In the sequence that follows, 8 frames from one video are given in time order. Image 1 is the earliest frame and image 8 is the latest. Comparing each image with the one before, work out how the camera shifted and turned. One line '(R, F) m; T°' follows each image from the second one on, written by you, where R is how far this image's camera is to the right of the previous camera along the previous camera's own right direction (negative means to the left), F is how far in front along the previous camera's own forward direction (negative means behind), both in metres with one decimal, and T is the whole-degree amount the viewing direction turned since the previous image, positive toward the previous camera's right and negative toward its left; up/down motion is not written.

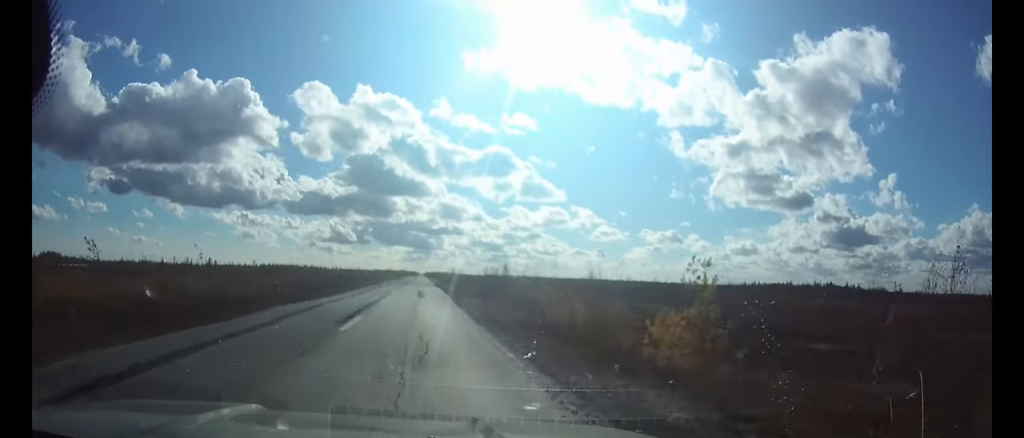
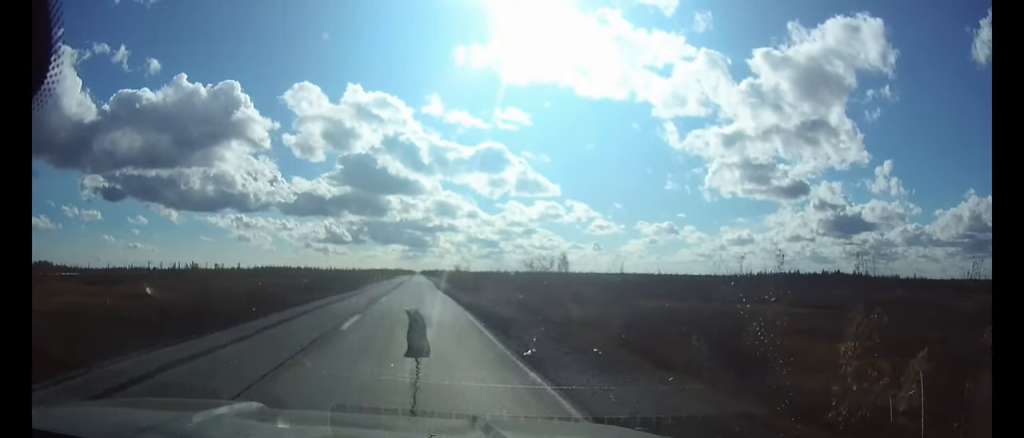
(0.0, +22.4) m; 0°
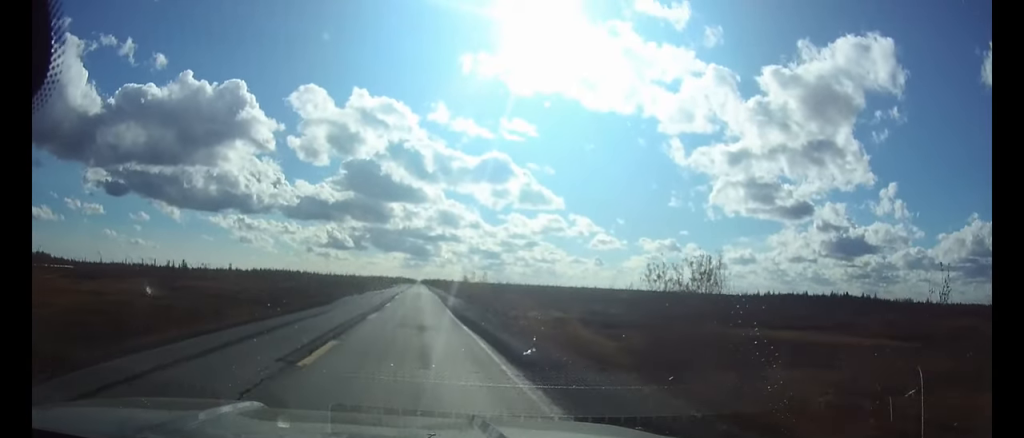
(0.0, +16.7) m; 0°
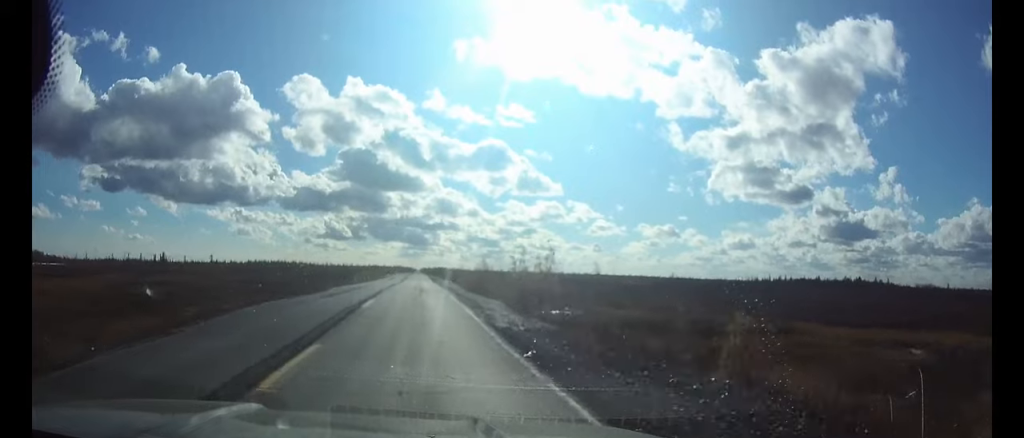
(+0.1, +26.5) m; 0°
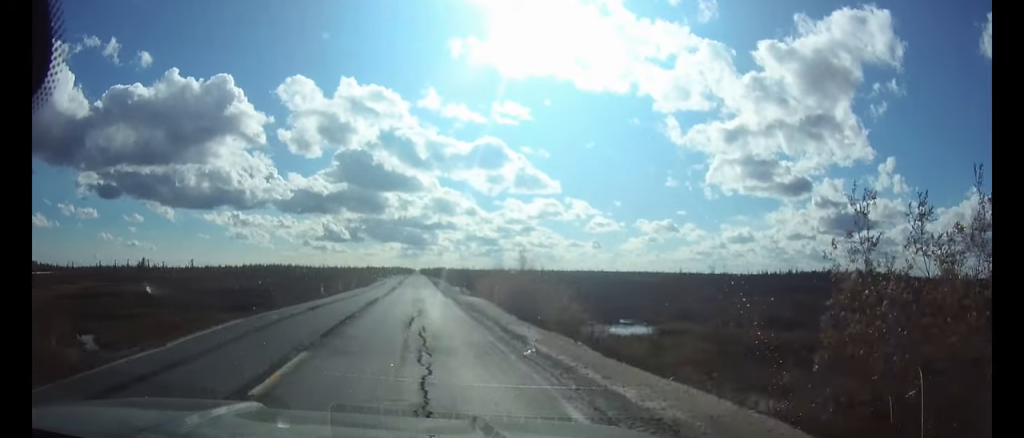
(+0.1, +21.4) m; 0°
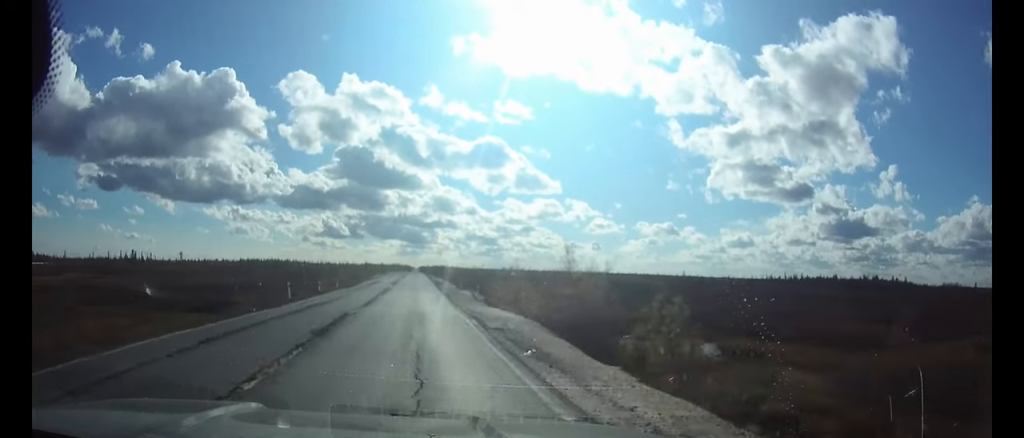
(0.0, +11.1) m; 0°
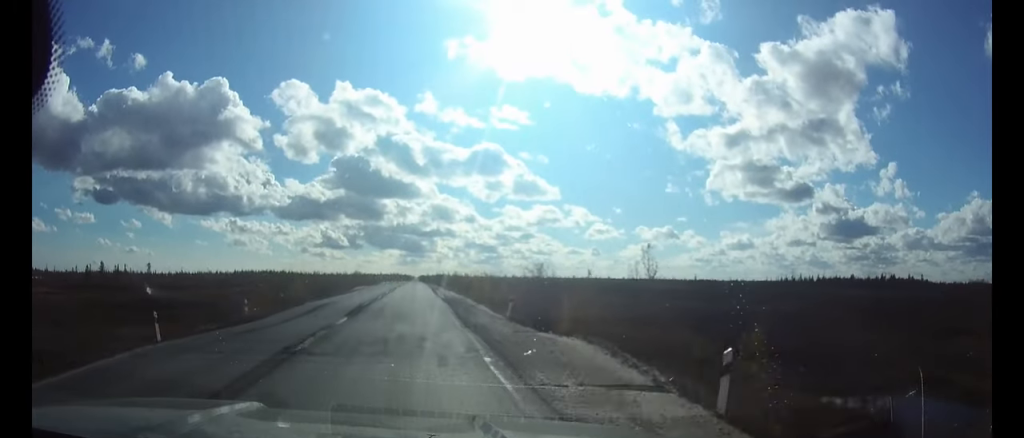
(-0.2, +30.9) m; -1°
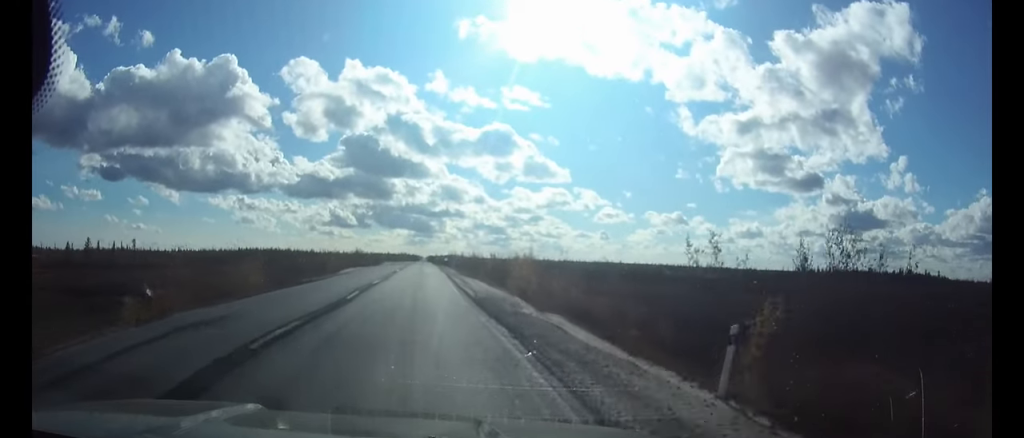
(0.0, +18.5) m; 0°
